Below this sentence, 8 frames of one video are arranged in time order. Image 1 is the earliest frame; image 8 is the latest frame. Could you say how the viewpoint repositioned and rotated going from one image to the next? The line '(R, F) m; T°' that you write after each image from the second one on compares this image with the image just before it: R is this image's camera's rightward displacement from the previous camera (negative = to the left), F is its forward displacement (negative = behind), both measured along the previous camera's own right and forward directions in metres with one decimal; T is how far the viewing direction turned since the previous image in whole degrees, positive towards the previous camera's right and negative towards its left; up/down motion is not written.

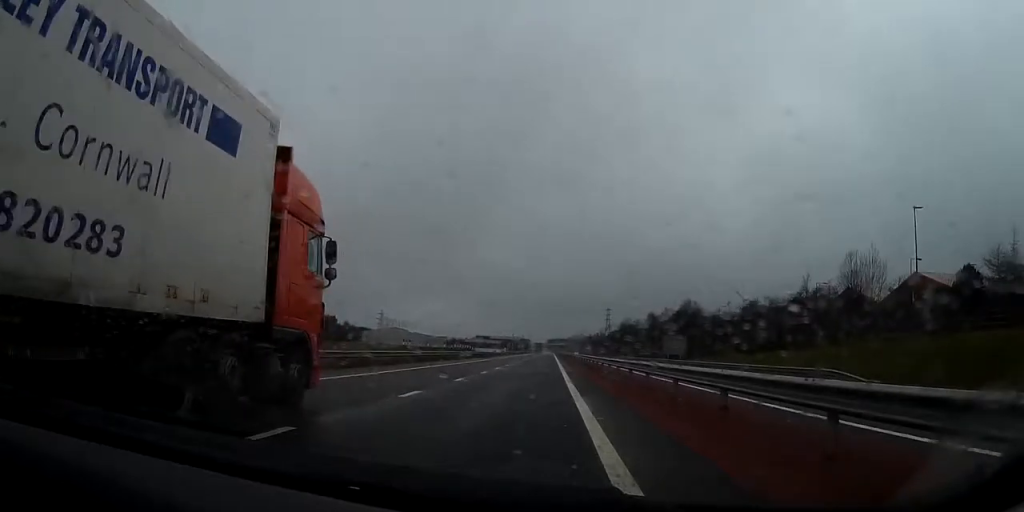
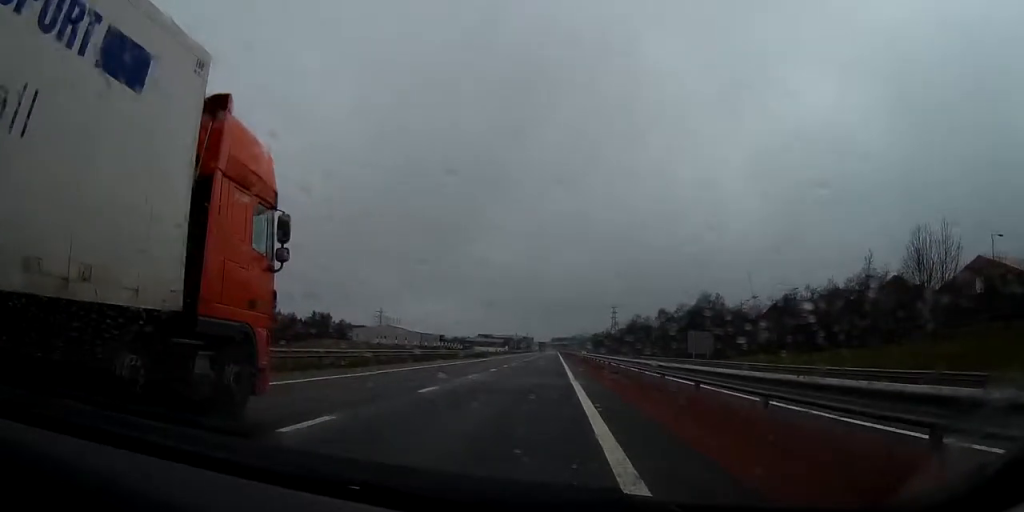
(0.0, +16.4) m; 0°
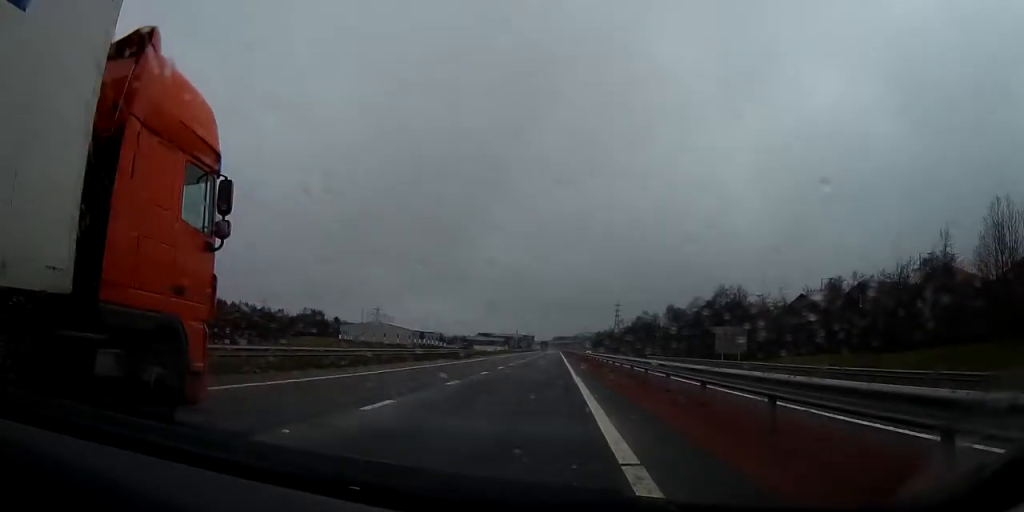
(0.0, +14.5) m; 0°
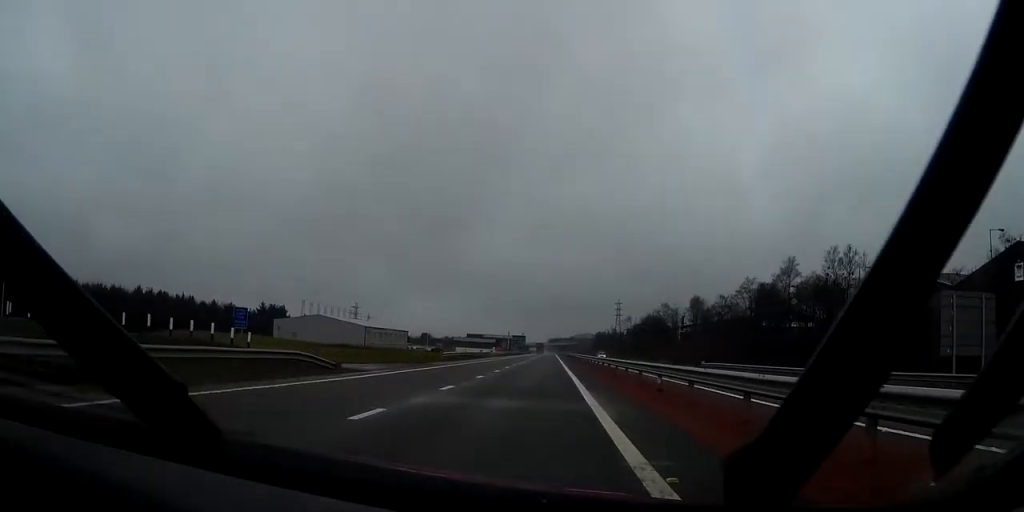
(+0.1, +46.3) m; 0°
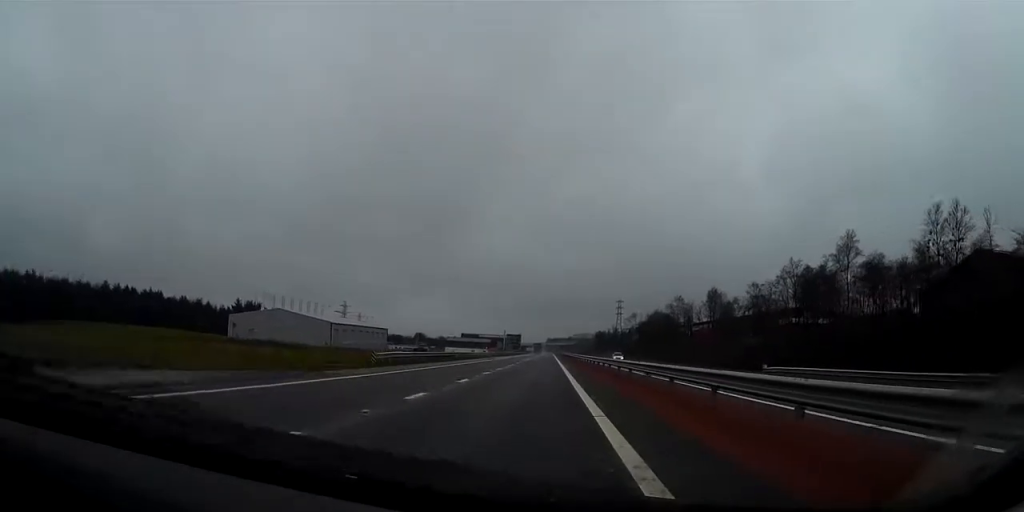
(0.0, +22.1) m; 0°
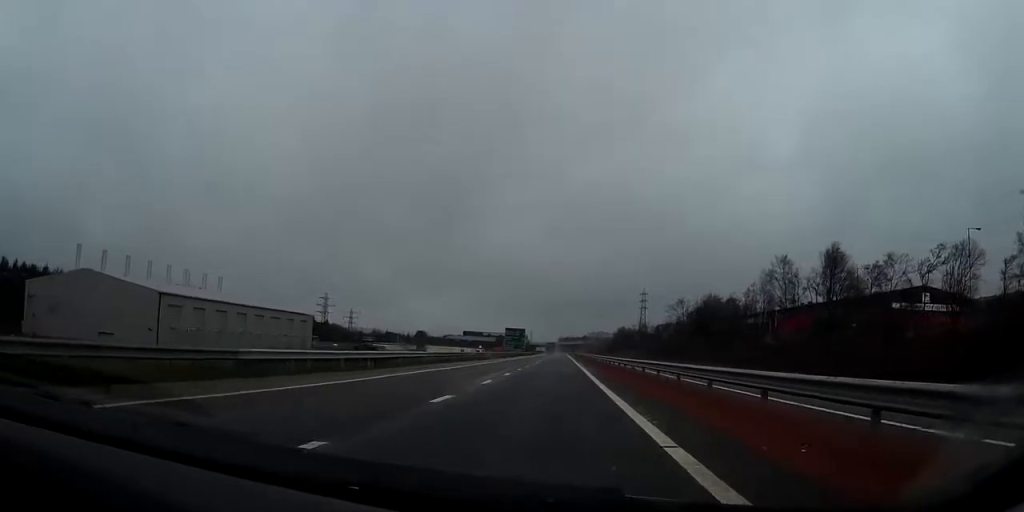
(-0.2, +63.3) m; -1°
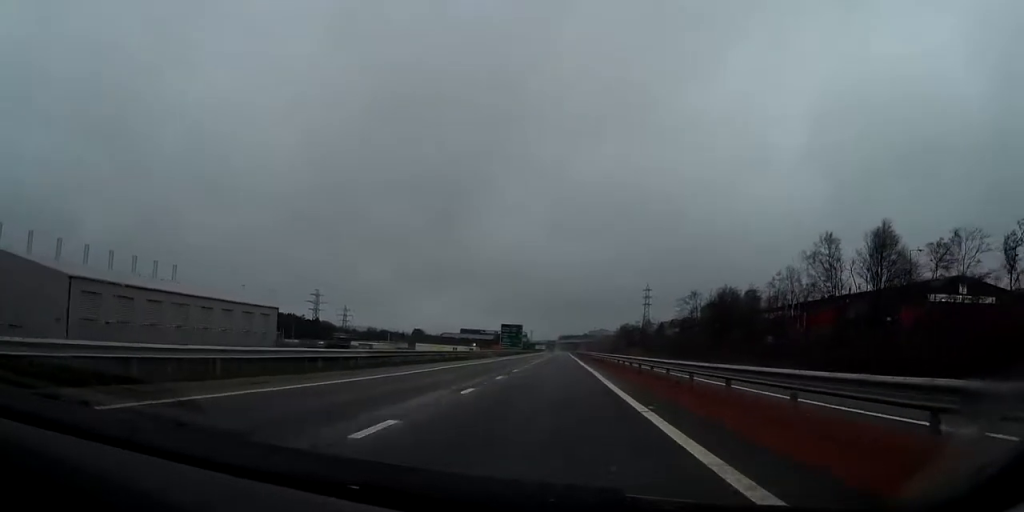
(0.0, +15.4) m; 0°
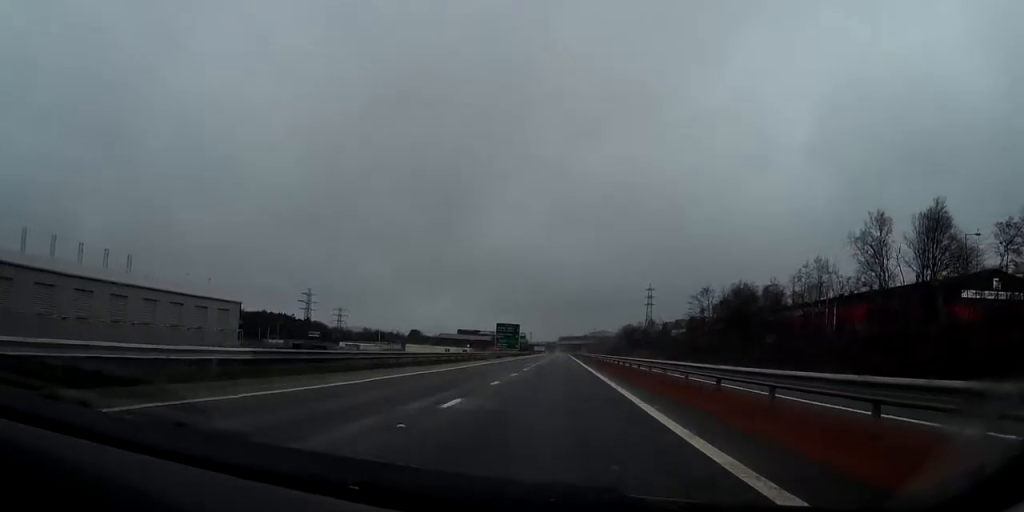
(-0.1, +12.5) m; 0°
